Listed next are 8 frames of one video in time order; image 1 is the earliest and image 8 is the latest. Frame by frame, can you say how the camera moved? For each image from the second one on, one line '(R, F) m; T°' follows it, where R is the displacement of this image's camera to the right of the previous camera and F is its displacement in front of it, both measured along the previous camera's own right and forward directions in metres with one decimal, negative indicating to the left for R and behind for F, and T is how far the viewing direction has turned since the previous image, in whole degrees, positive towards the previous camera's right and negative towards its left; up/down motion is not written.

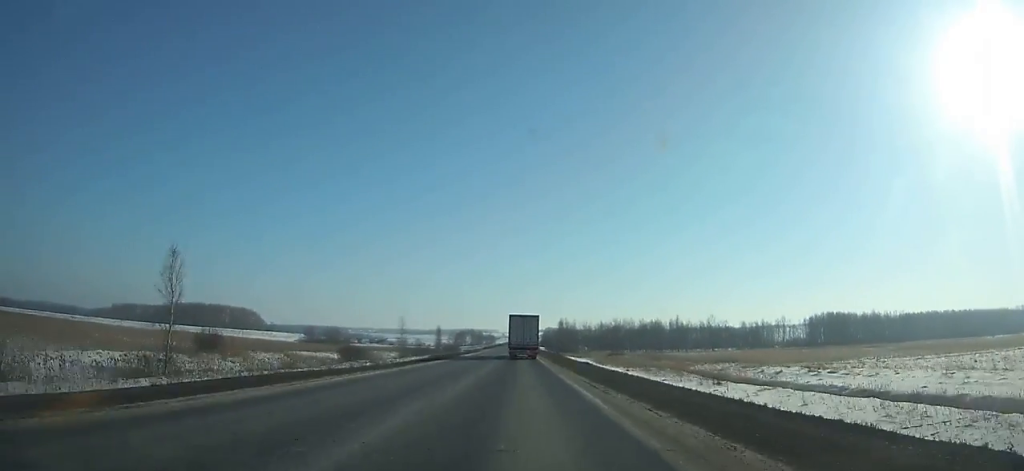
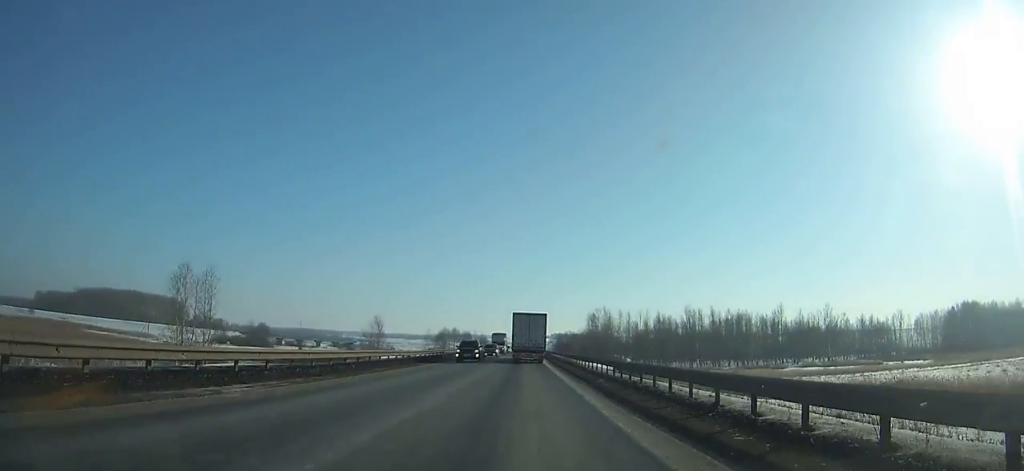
(0.0, +139.8) m; 0°
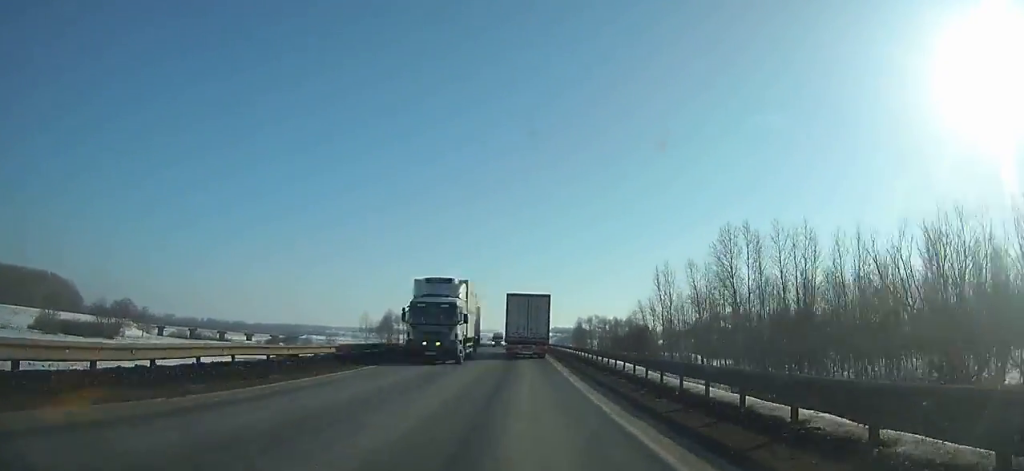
(0.0, +121.9) m; 0°
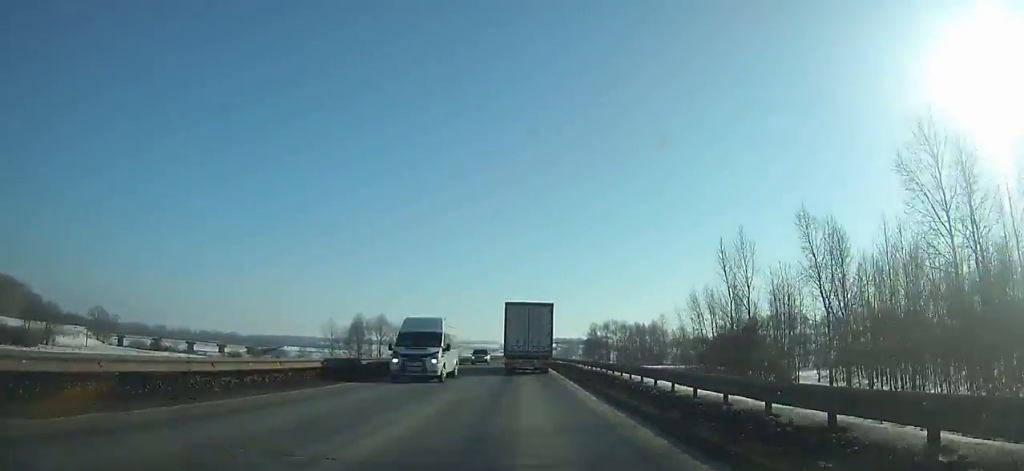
(-0.1, +34.6) m; 0°
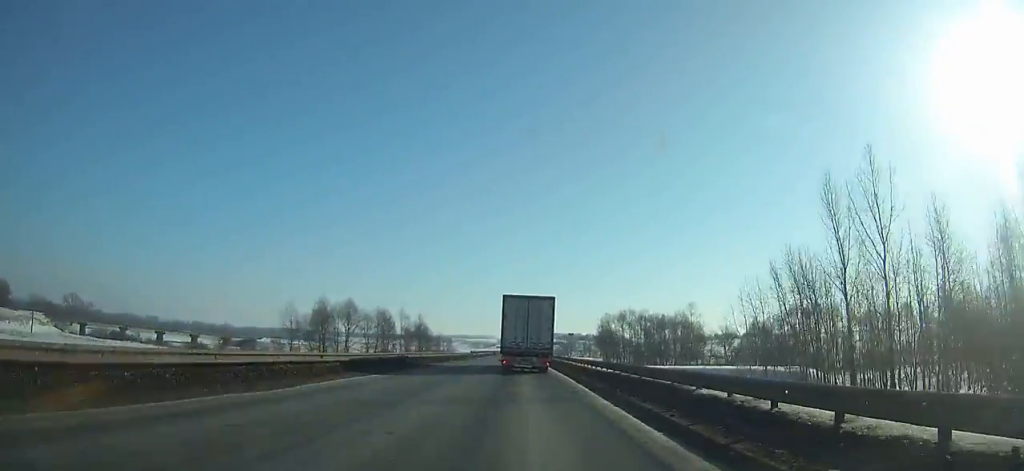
(-0.1, +26.5) m; 0°
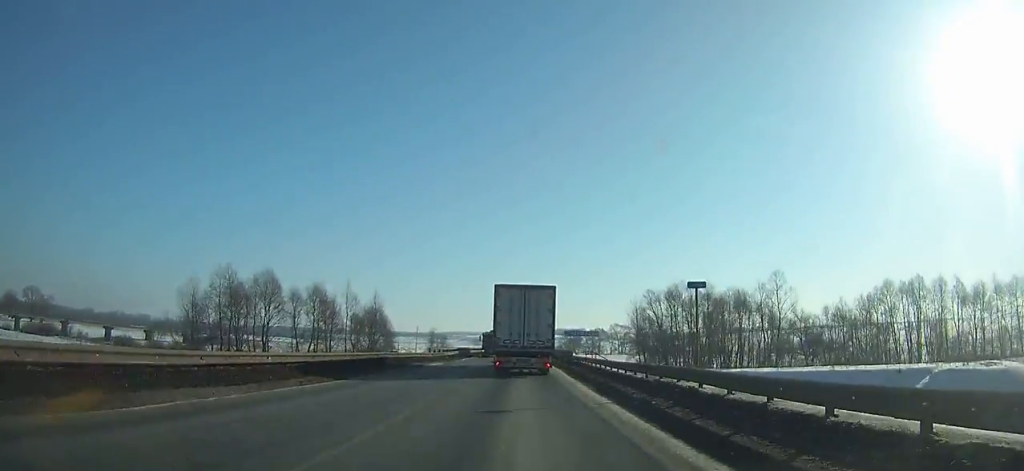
(+0.1, +40.2) m; 0°
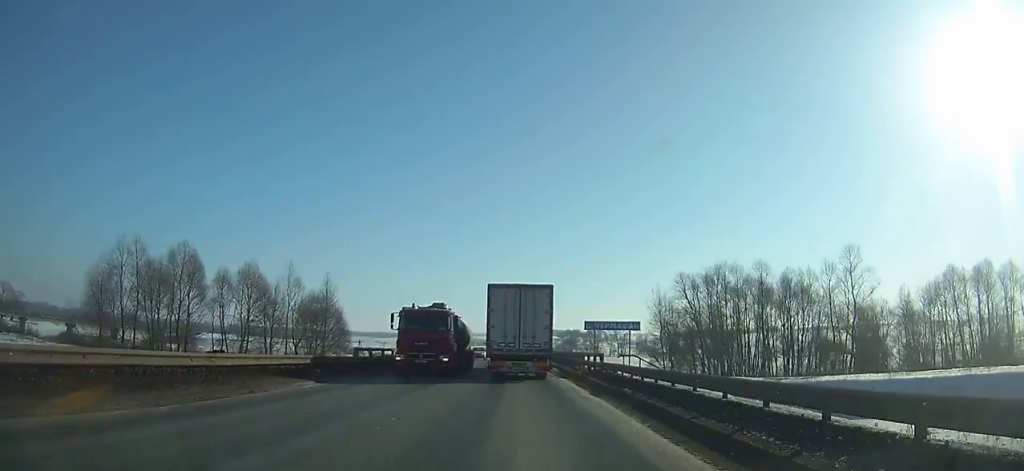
(0.0, +21.9) m; 0°
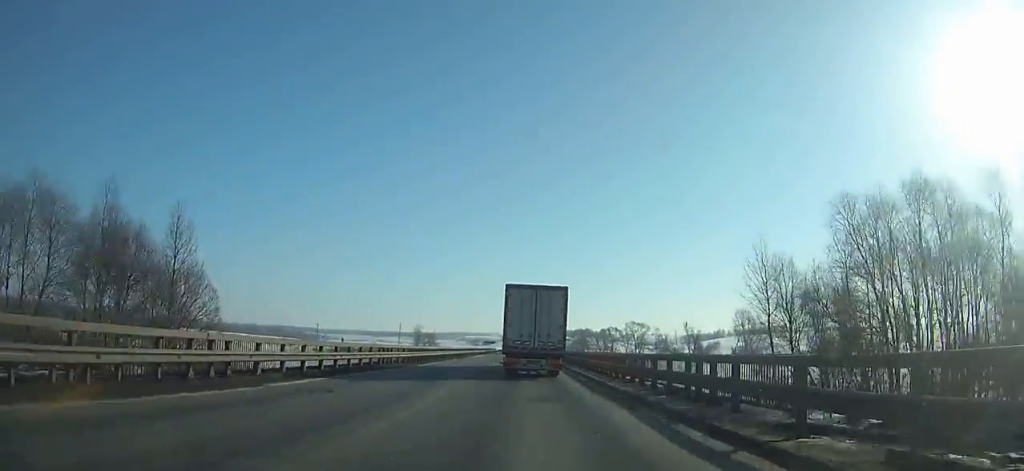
(0.0, +38.1) m; 0°
